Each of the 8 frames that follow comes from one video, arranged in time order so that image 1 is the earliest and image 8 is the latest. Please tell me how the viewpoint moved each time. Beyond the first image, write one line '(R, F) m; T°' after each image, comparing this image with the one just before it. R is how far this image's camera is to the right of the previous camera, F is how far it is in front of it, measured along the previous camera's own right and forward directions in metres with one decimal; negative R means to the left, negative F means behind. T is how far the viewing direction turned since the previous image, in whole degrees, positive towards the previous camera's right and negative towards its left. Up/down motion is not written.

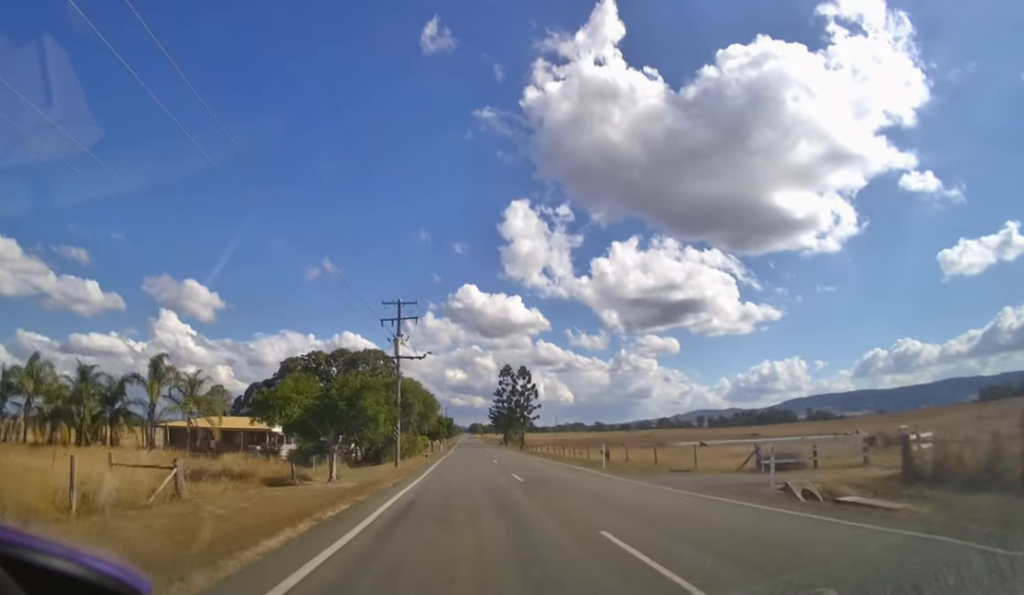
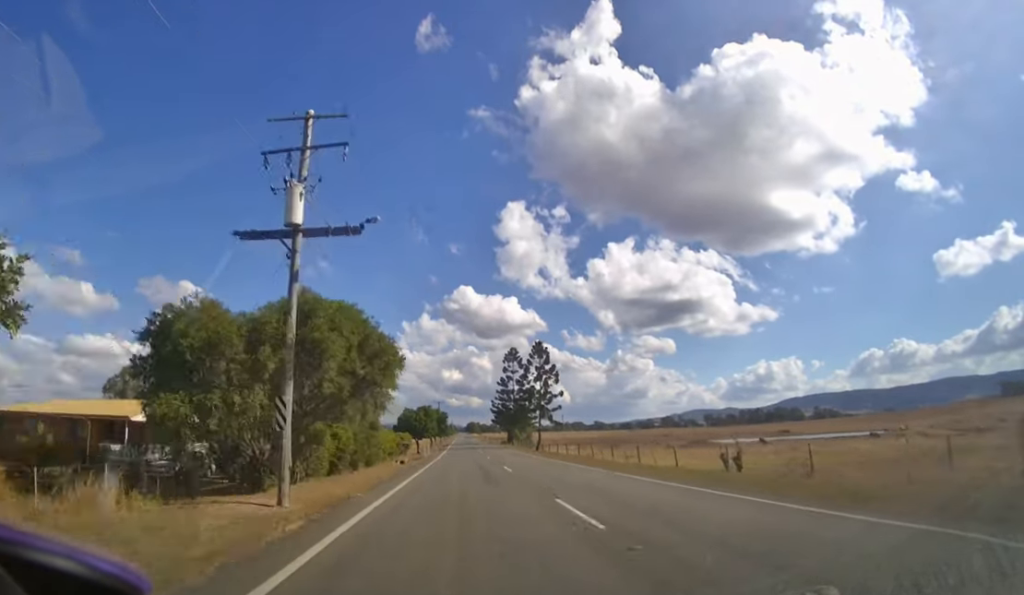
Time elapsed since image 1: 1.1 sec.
(0.0, +17.9) m; 0°
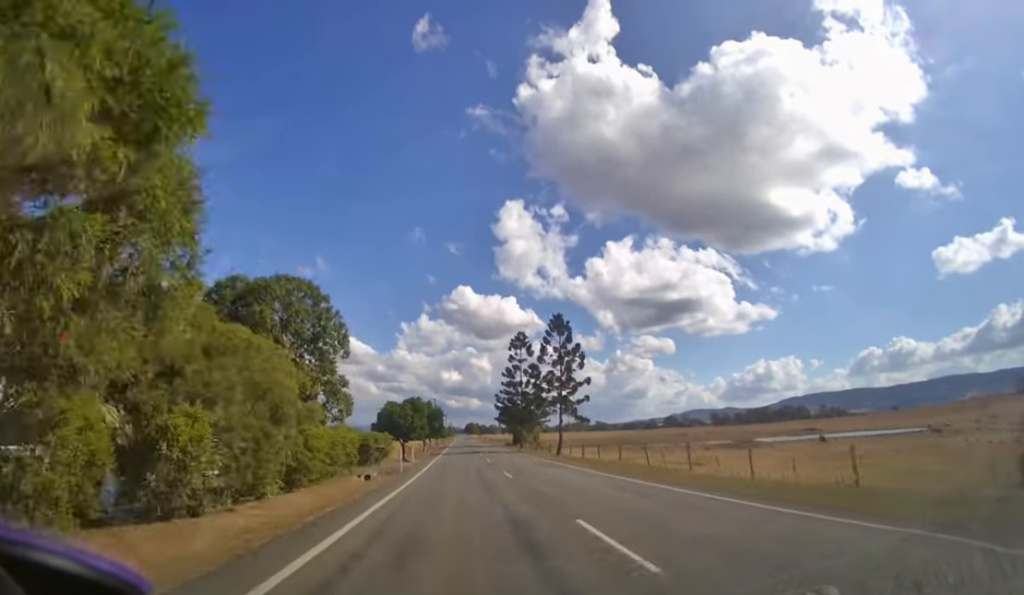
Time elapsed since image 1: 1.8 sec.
(0.0, +12.2) m; 0°
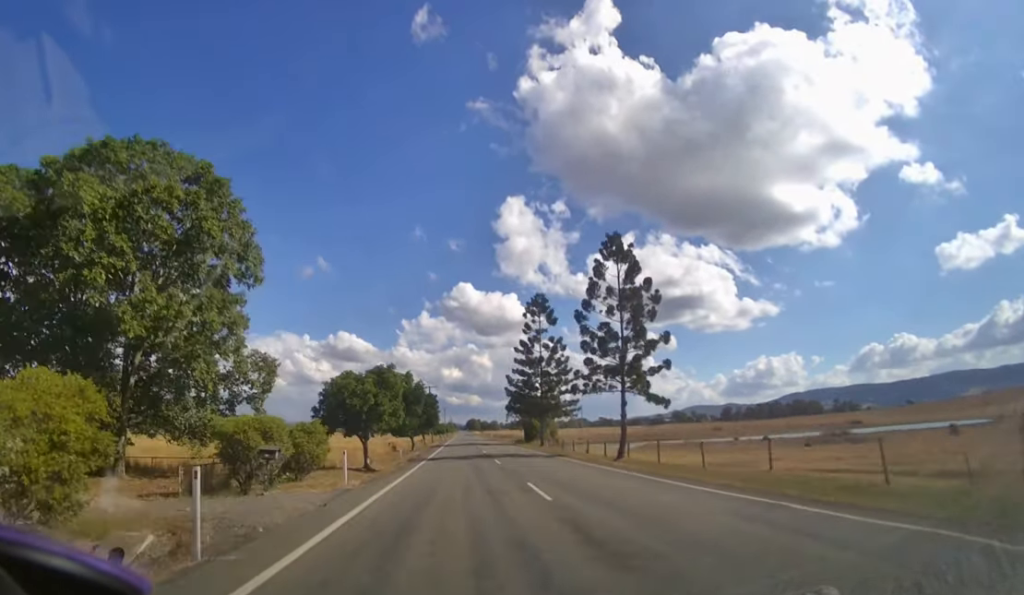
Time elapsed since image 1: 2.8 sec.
(0.0, +18.8) m; 0°
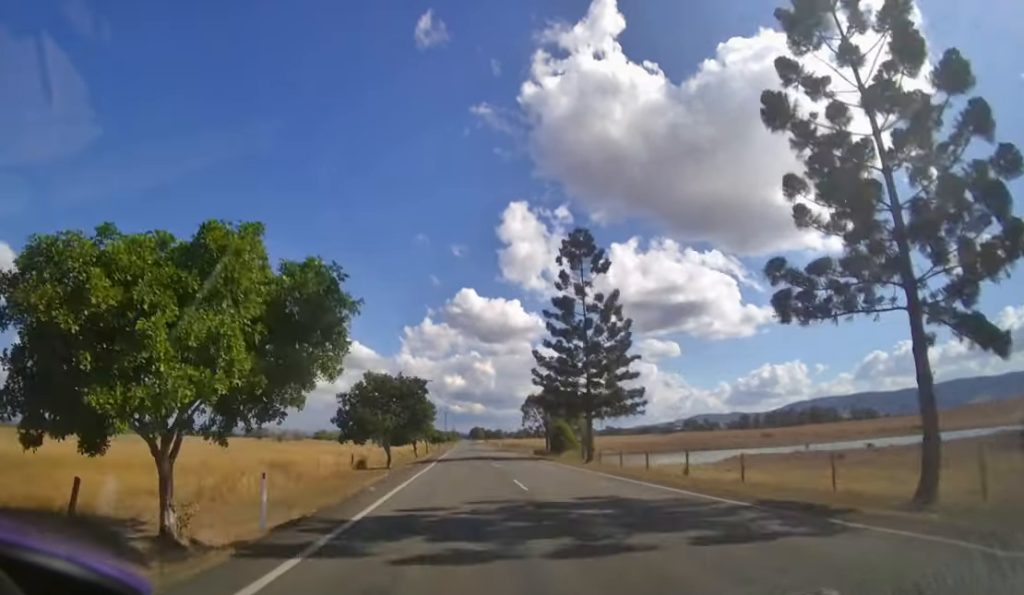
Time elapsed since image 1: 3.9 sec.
(+0.1, +22.0) m; 0°
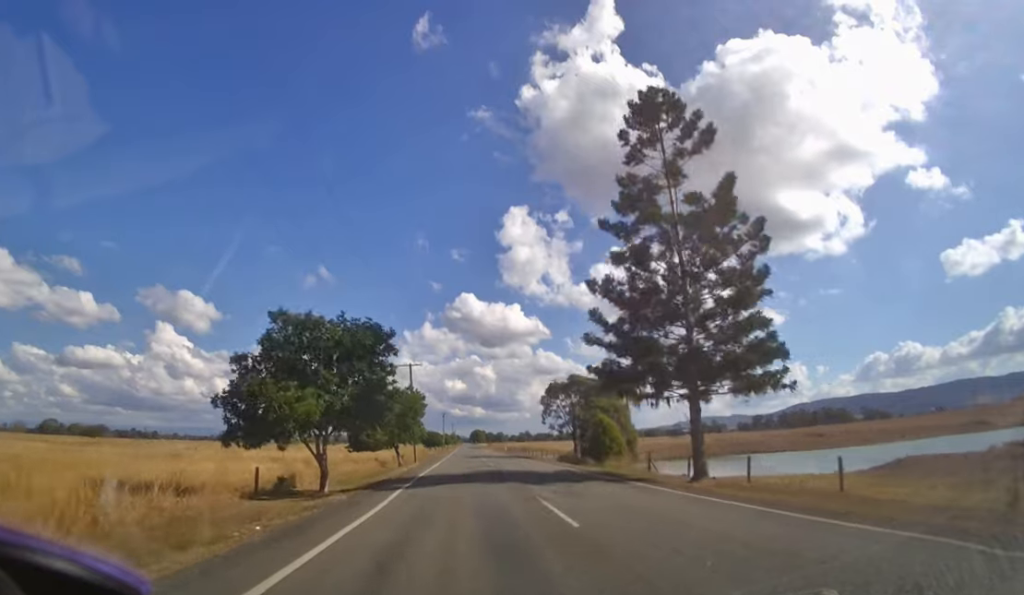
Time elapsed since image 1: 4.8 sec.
(0.0, +19.3) m; 0°
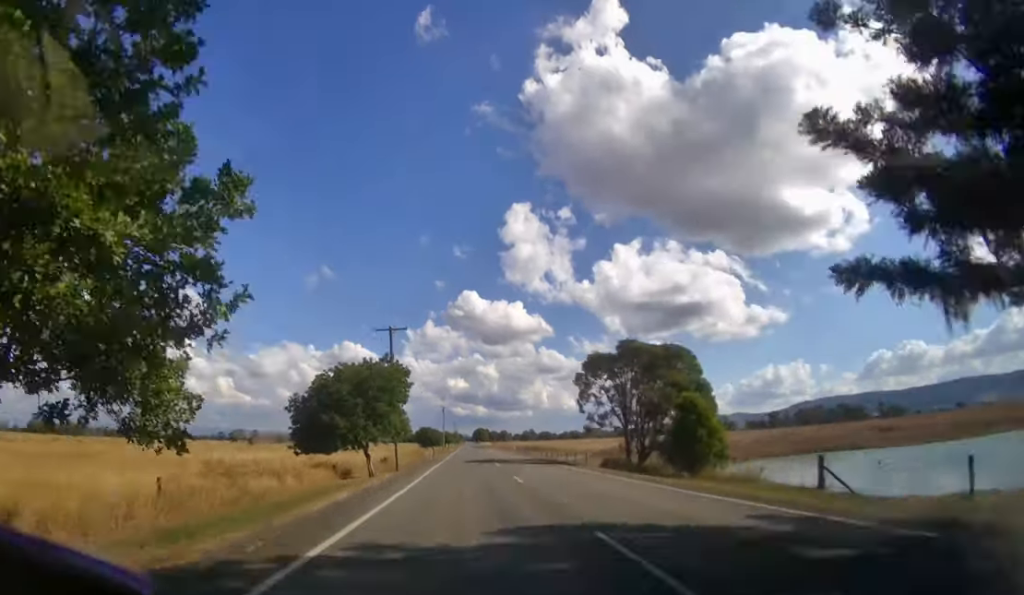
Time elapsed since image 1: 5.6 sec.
(-0.1, +19.6) m; 0°
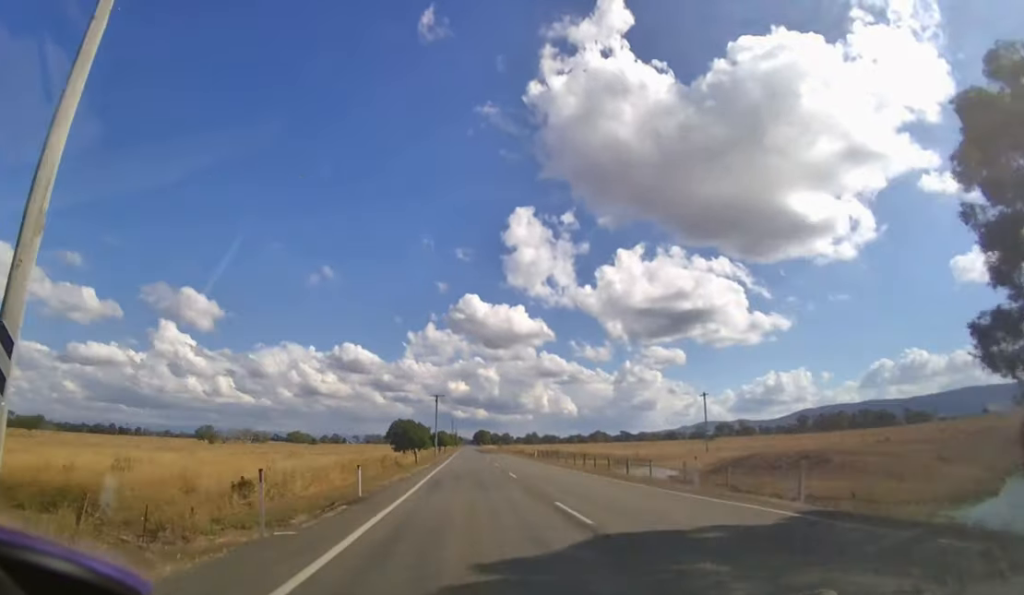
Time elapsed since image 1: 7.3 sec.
(0.0, +34.1) m; 0°
